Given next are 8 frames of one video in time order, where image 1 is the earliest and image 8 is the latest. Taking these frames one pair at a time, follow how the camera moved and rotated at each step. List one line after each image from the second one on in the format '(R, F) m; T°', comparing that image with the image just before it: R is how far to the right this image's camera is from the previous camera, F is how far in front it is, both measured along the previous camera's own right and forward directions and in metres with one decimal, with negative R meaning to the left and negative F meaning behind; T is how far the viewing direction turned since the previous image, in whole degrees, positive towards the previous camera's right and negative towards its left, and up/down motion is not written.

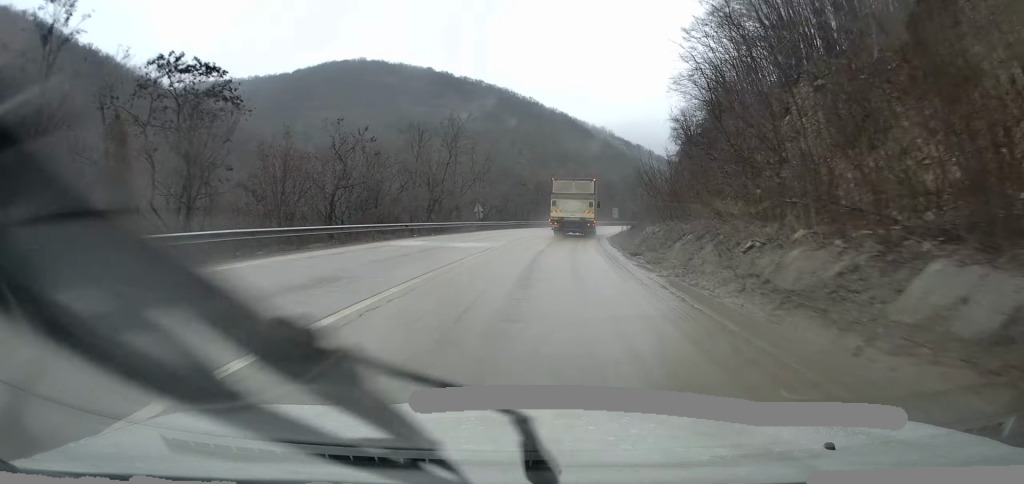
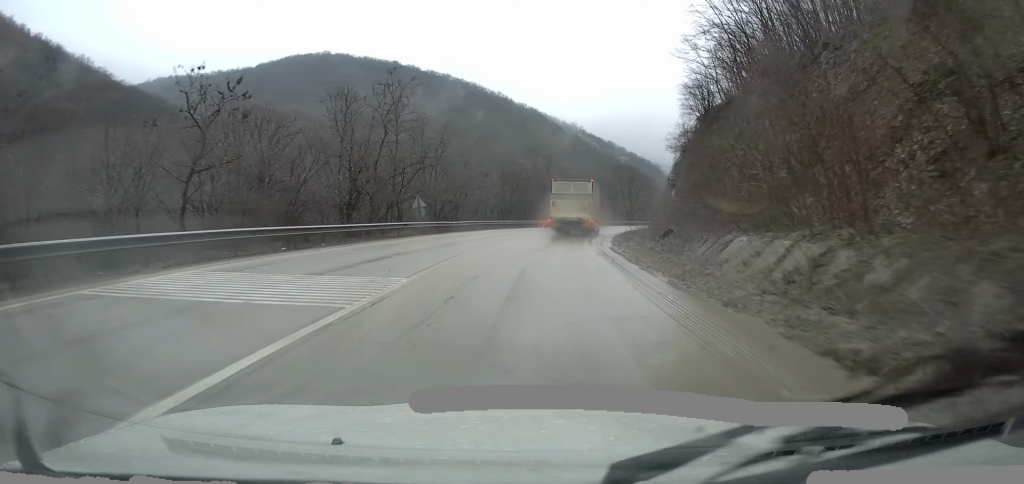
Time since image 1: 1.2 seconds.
(+0.2, +14.9) m; +3°
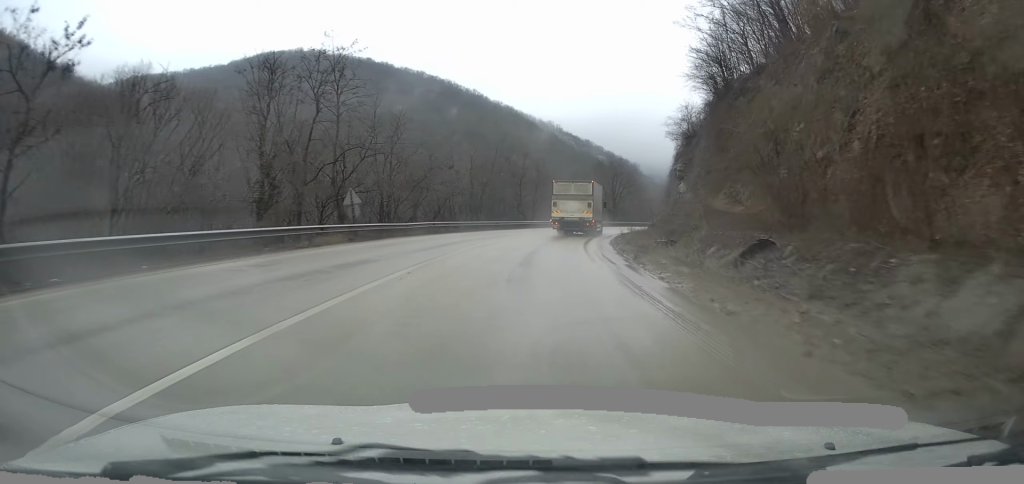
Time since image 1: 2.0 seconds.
(+0.2, +9.5) m; +3°
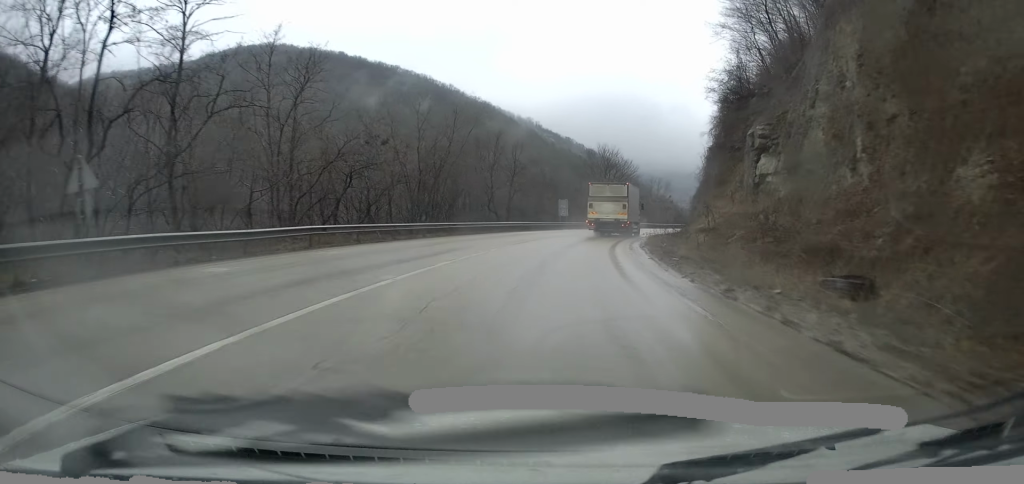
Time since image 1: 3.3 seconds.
(+0.6, +17.0) m; +5°
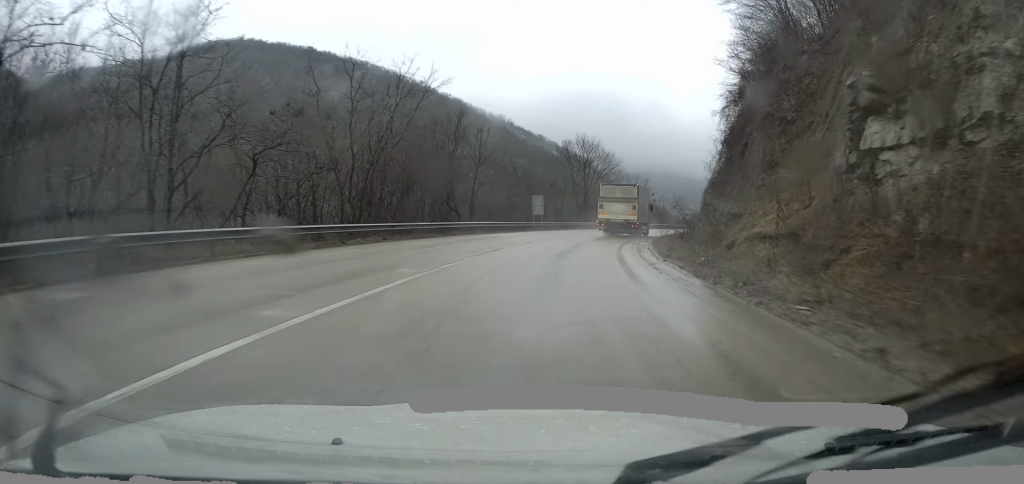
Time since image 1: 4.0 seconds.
(+0.2, +9.6) m; +3°
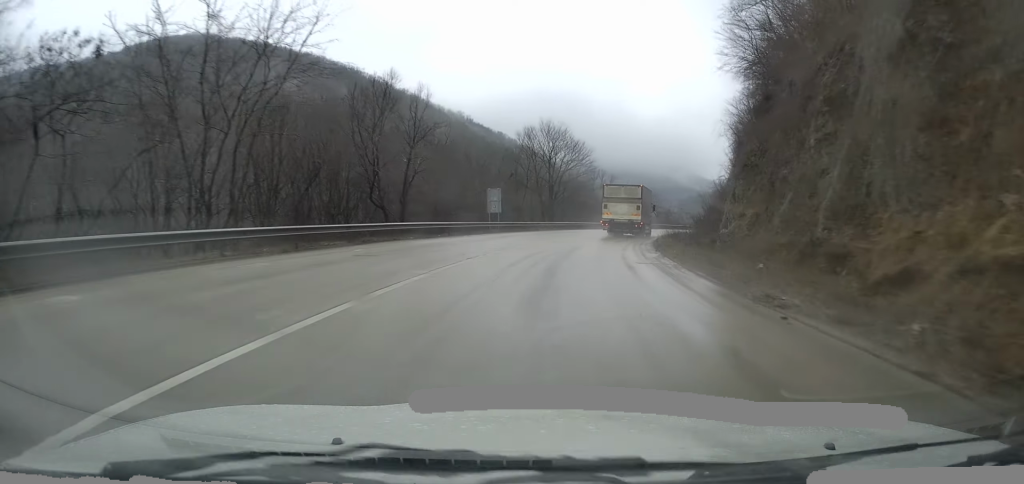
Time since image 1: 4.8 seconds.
(+0.3, +11.3) m; +4°
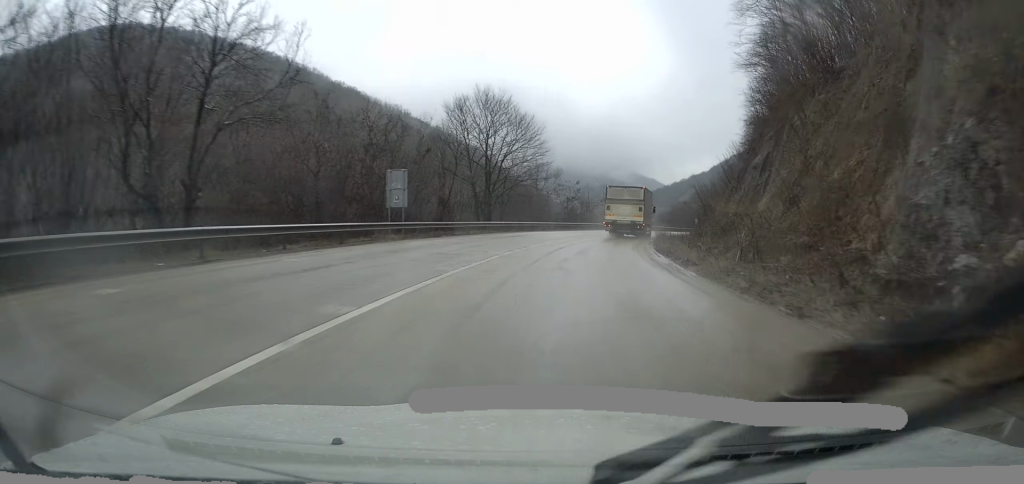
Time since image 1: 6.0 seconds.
(+0.8, +17.3) m; +4°
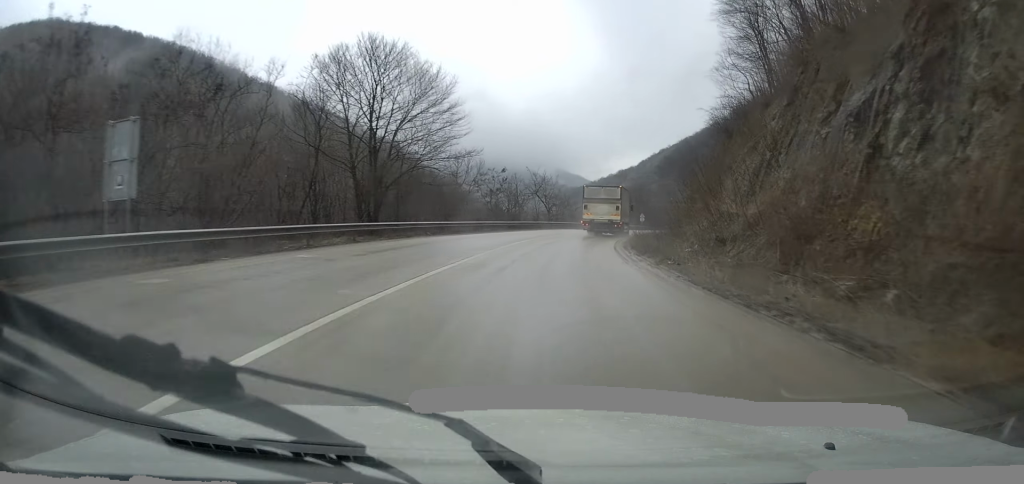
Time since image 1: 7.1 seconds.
(+0.5, +16.9) m; +4°
